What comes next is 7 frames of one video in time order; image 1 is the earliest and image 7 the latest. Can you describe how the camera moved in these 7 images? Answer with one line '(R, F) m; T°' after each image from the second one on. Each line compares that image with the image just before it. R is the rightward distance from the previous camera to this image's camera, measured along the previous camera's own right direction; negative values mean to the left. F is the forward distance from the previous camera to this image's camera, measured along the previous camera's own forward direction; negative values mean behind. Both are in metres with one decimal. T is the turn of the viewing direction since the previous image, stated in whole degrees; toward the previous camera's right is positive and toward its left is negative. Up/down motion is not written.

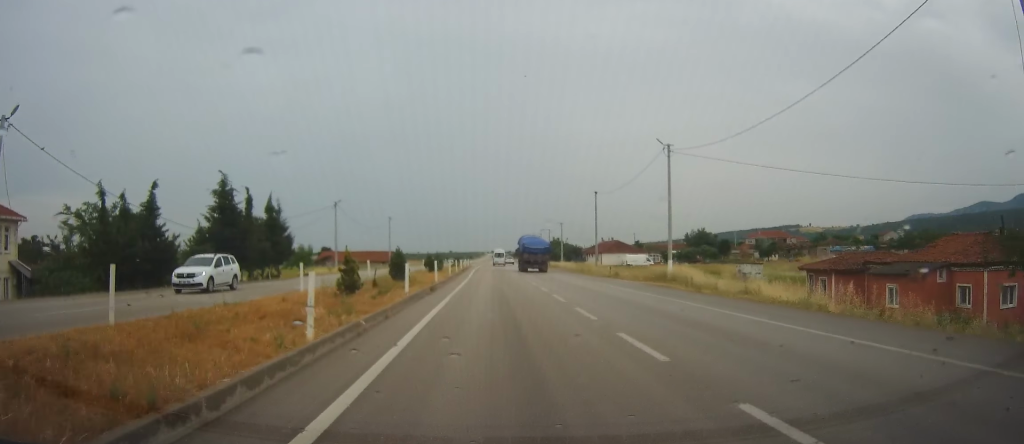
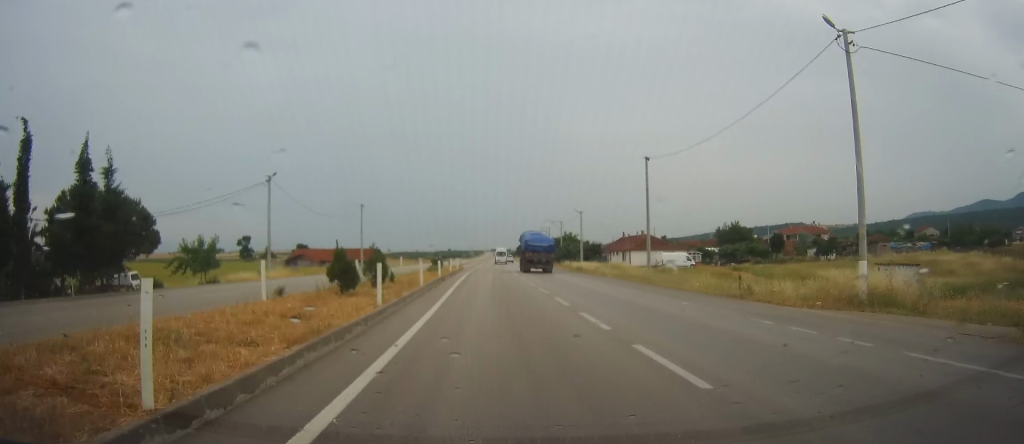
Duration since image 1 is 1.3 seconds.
(+0.4, +25.2) m; +1°
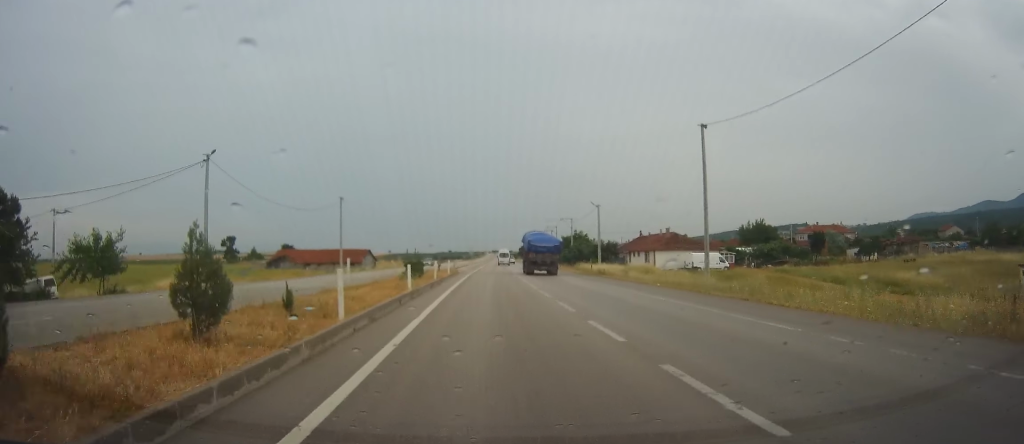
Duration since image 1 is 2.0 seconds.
(0.0, +13.8) m; 0°
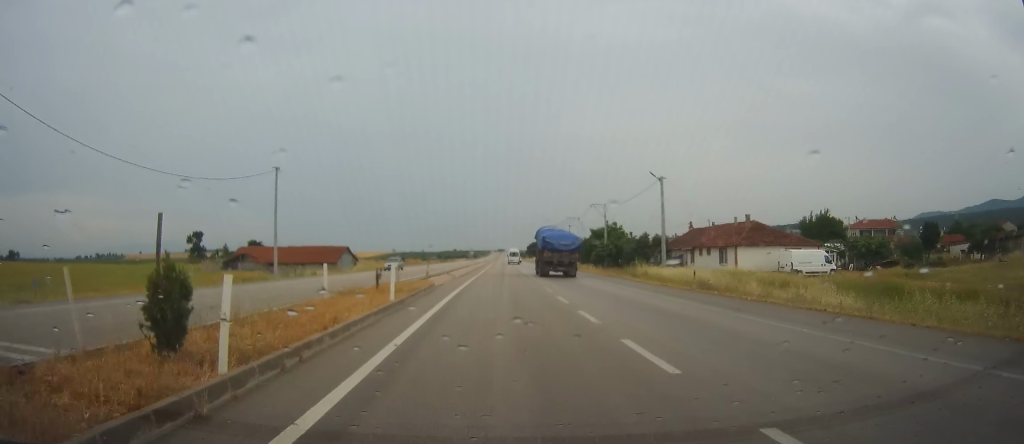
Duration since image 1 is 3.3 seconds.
(-0.4, +26.8) m; -2°
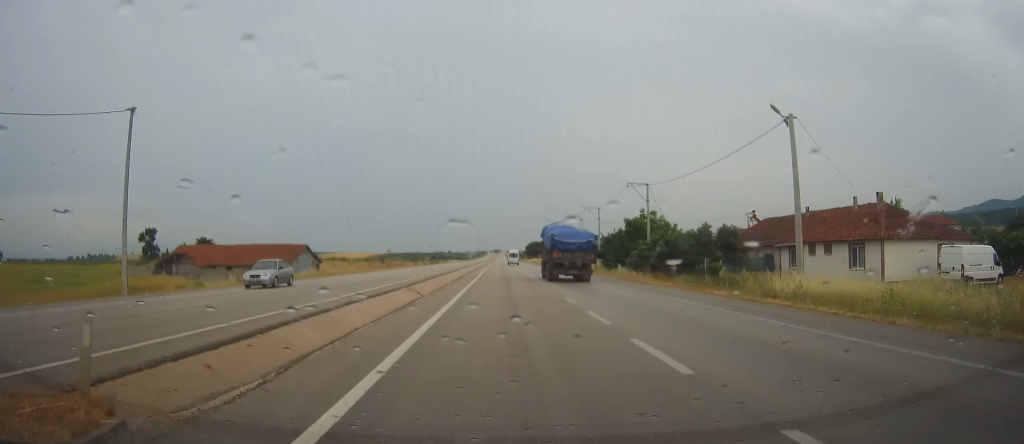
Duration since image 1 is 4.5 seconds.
(+0.1, +23.3) m; 0°
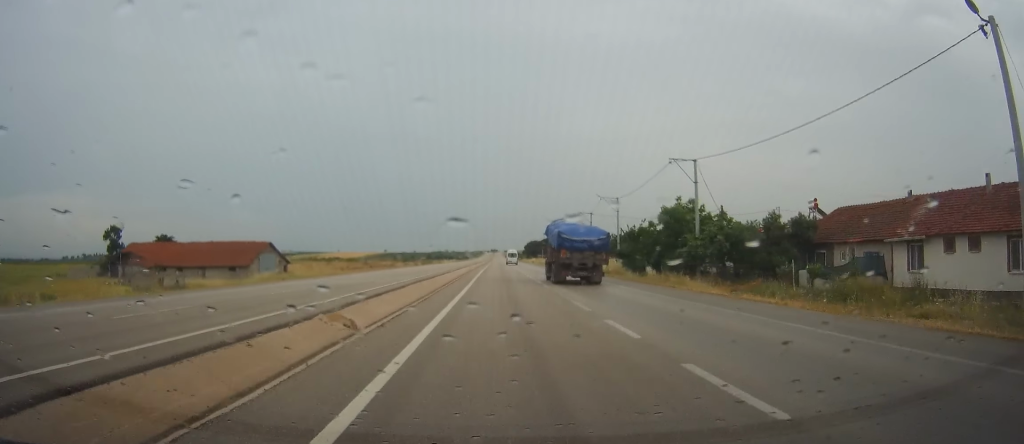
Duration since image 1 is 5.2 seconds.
(-0.2, +14.1) m; 0°
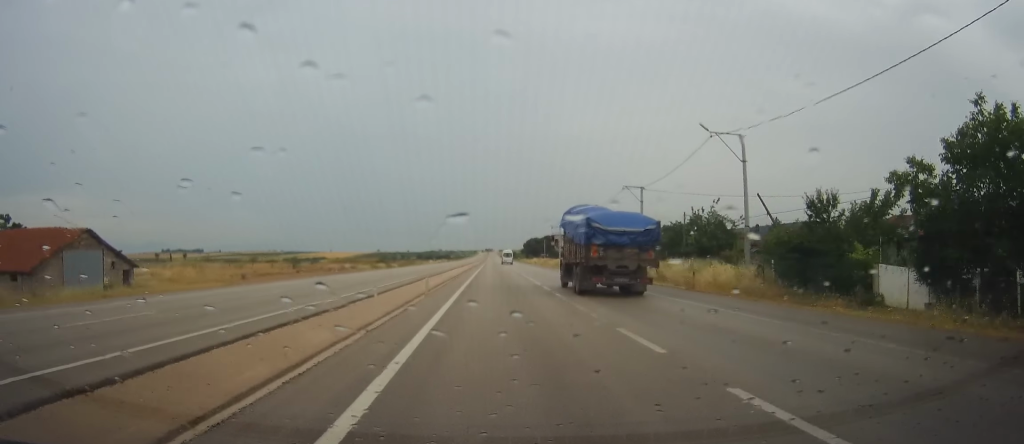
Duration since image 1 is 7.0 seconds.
(+0.4, +37.9) m; 0°
